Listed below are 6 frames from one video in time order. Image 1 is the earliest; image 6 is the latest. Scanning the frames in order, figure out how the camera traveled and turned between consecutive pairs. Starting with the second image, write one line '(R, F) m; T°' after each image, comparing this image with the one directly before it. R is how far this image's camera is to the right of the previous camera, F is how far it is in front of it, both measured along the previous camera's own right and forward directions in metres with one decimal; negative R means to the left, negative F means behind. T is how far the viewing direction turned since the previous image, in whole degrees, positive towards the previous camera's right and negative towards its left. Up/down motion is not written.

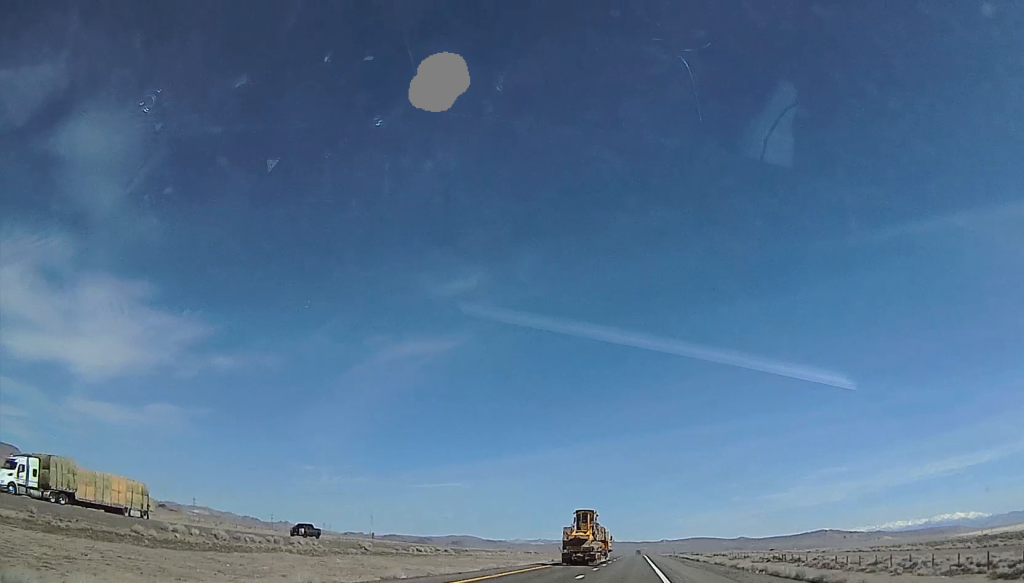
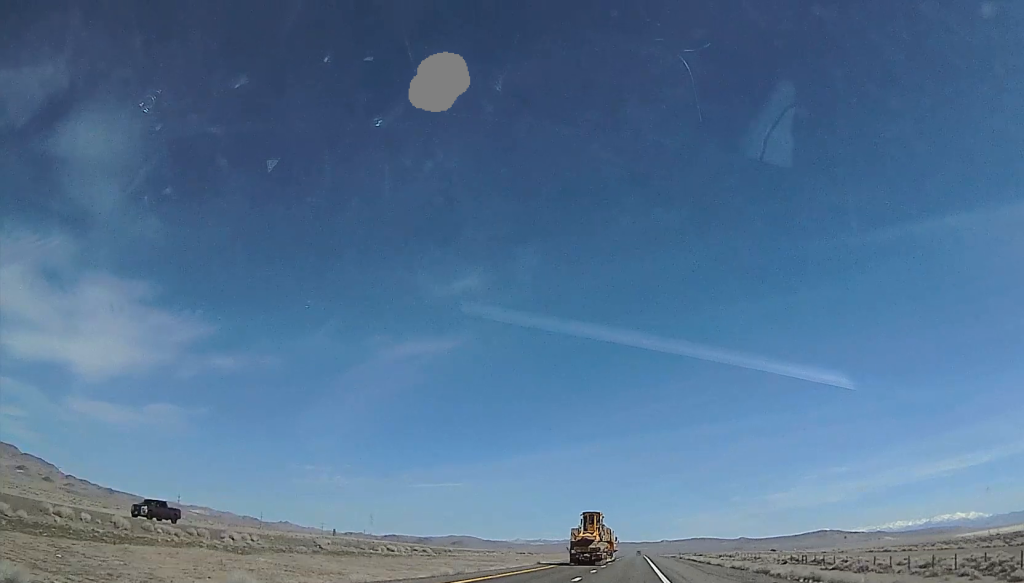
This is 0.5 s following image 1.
(+0.2, +14.4) m; 0°
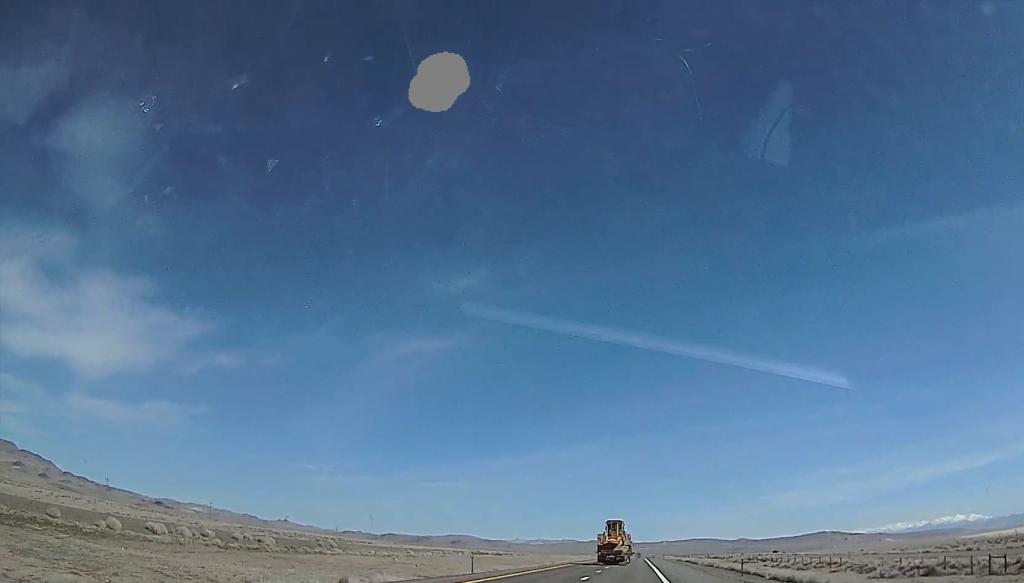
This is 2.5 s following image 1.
(-0.5, +57.5) m; -3°
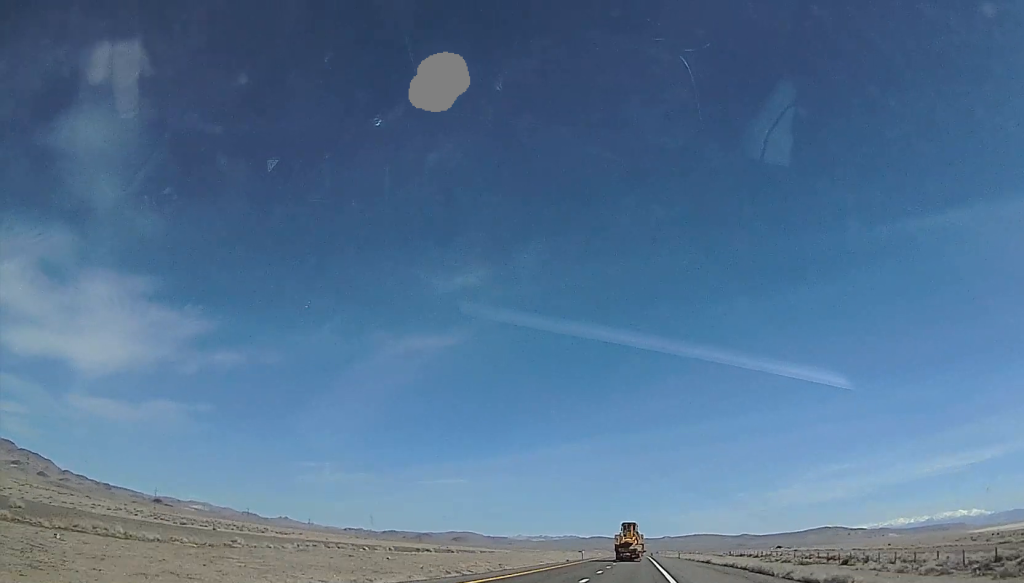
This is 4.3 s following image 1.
(-0.2, +52.6) m; +2°
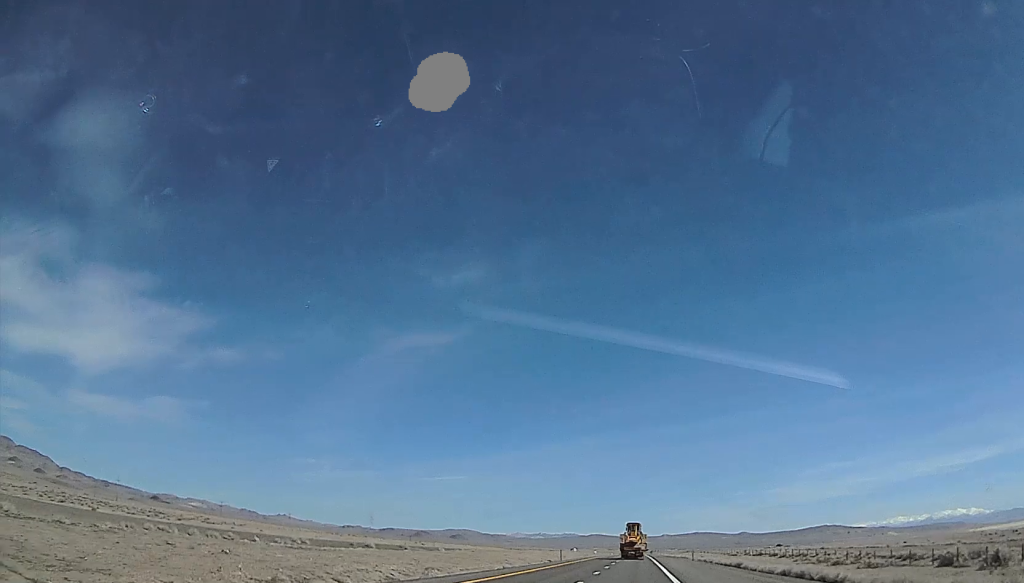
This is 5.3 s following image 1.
(+0.1, +29.0) m; +1°
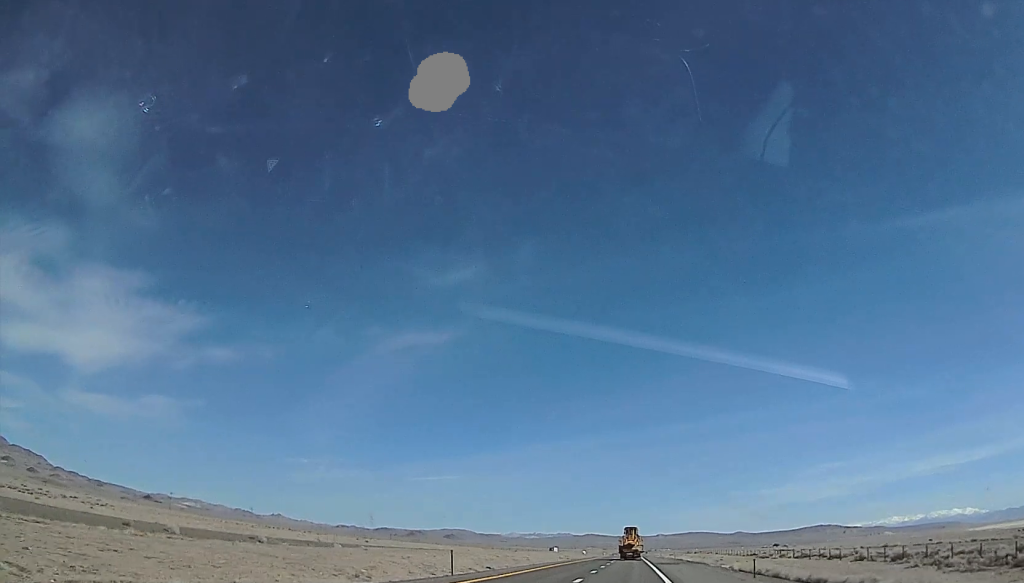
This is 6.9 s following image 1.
(+0.3, +45.5) m; 0°
